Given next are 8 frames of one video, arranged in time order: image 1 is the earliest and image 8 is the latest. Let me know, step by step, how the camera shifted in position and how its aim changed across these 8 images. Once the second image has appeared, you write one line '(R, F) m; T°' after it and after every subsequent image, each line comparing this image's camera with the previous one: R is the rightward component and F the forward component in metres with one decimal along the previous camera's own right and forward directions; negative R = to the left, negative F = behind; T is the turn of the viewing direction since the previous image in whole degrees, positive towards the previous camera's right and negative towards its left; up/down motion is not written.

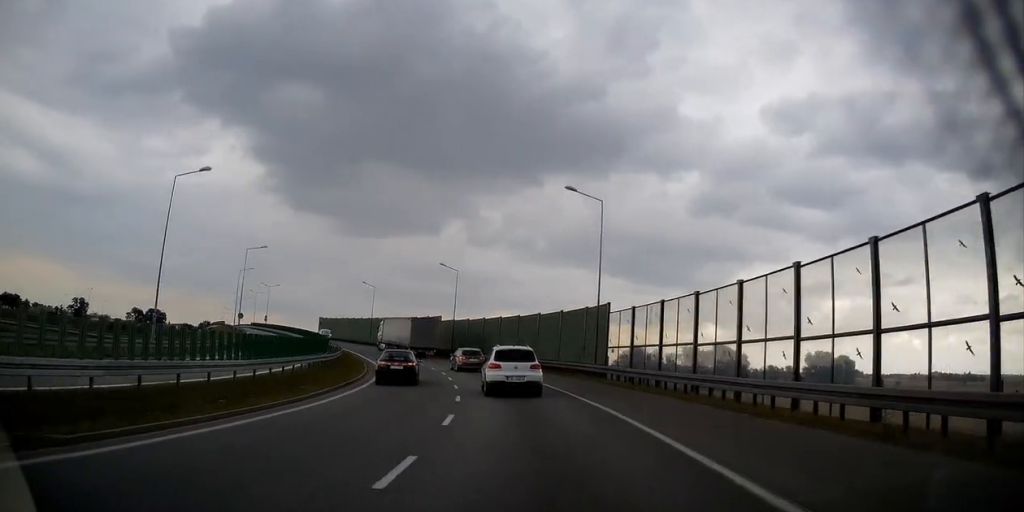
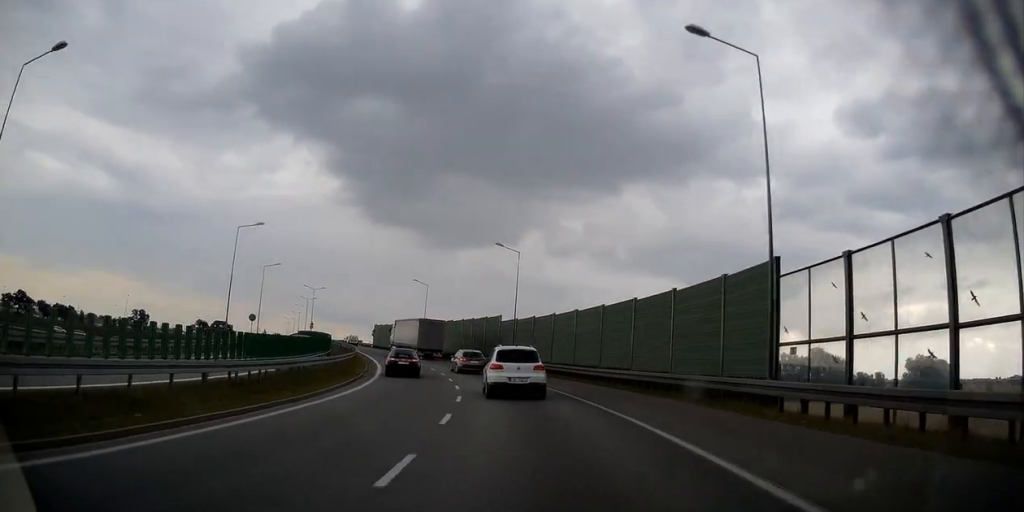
(-1.5, +17.5) m; -9°
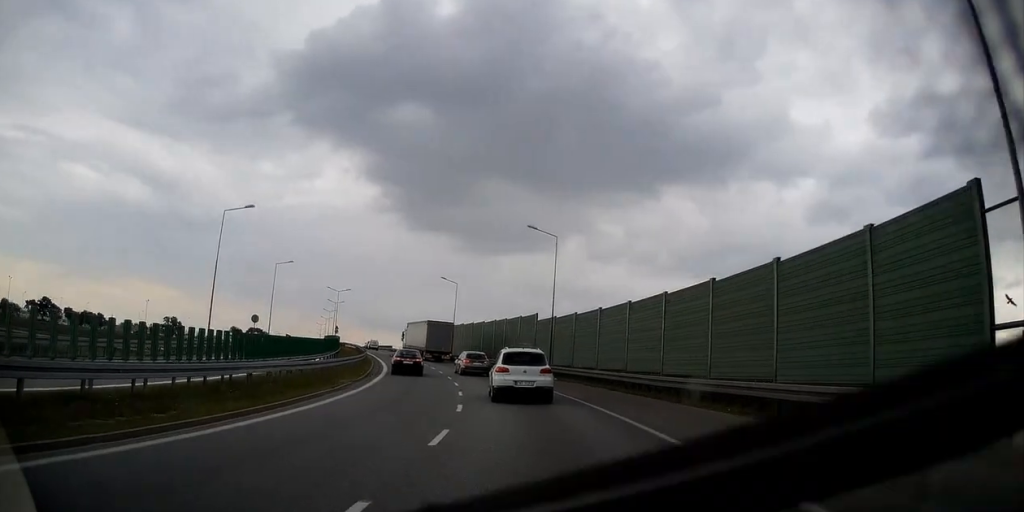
(-0.3, +8.4) m; -4°
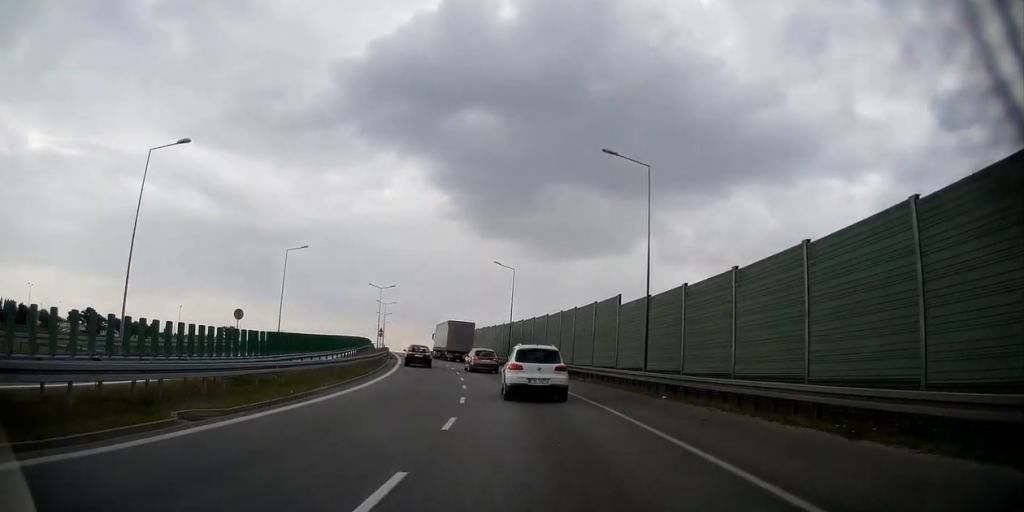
(-1.0, +16.1) m; -8°
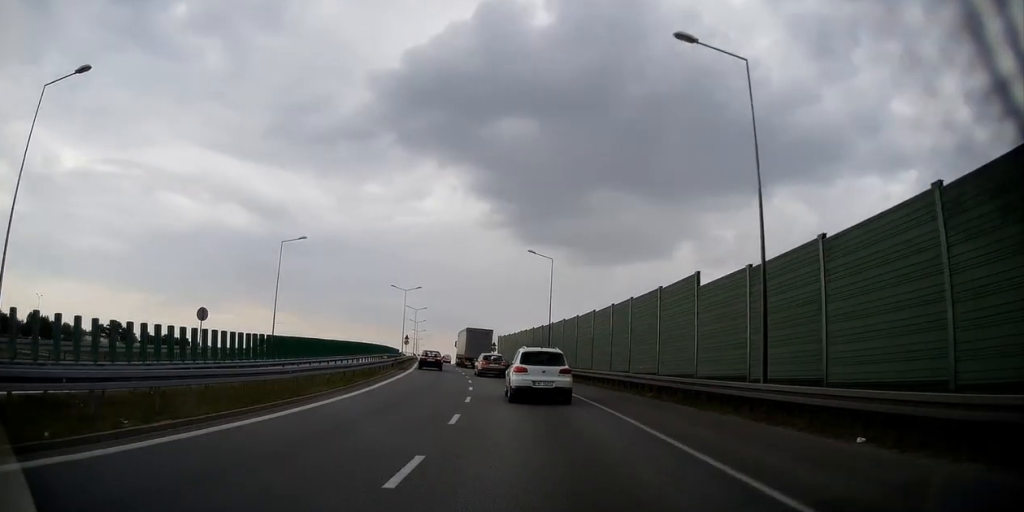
(-0.6, +10.4) m; -5°
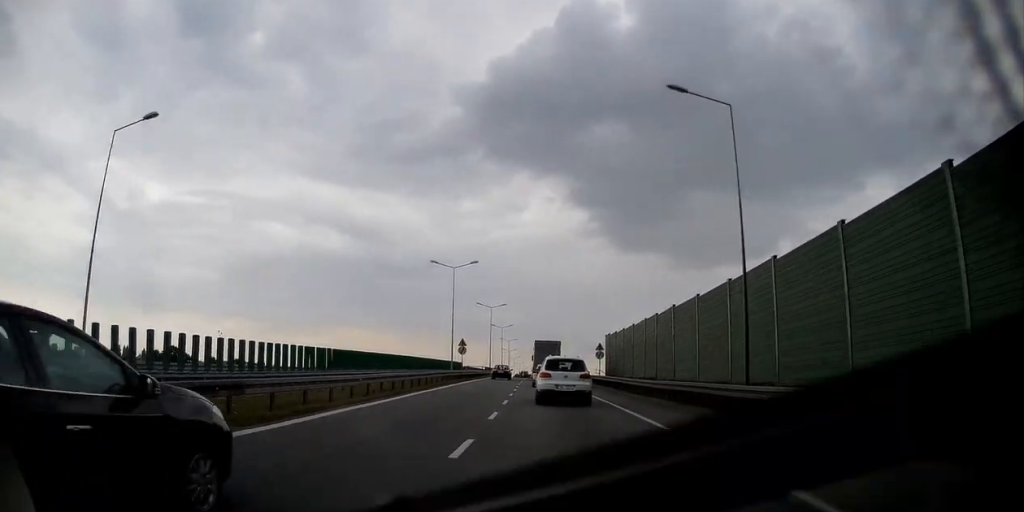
(-3.5, +33.0) m; -9°
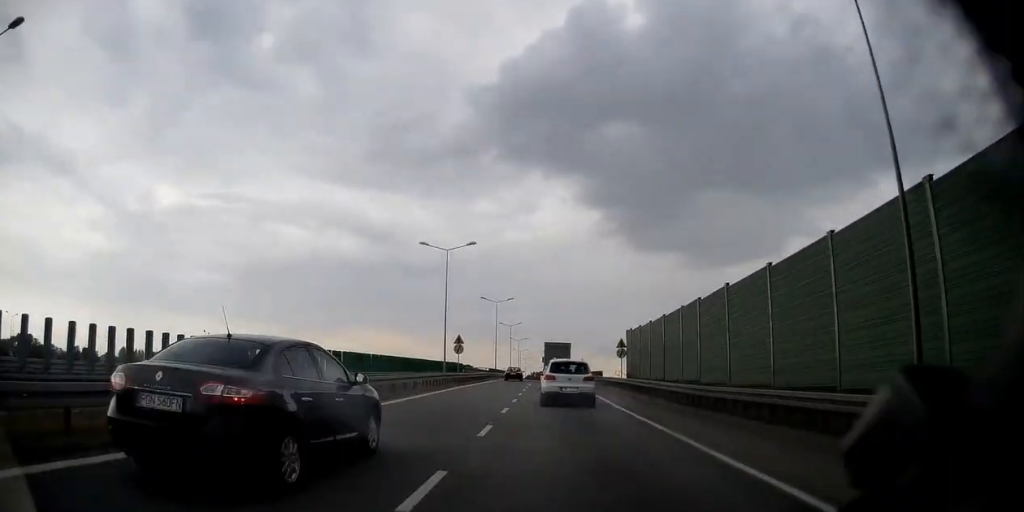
(-0.1, +9.0) m; -1°
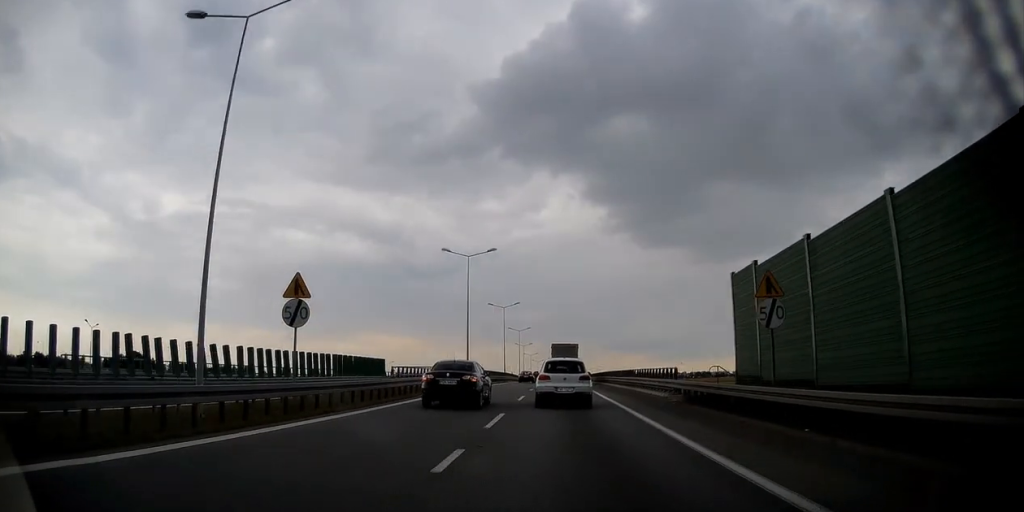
(-1.1, +32.2) m; -2°
